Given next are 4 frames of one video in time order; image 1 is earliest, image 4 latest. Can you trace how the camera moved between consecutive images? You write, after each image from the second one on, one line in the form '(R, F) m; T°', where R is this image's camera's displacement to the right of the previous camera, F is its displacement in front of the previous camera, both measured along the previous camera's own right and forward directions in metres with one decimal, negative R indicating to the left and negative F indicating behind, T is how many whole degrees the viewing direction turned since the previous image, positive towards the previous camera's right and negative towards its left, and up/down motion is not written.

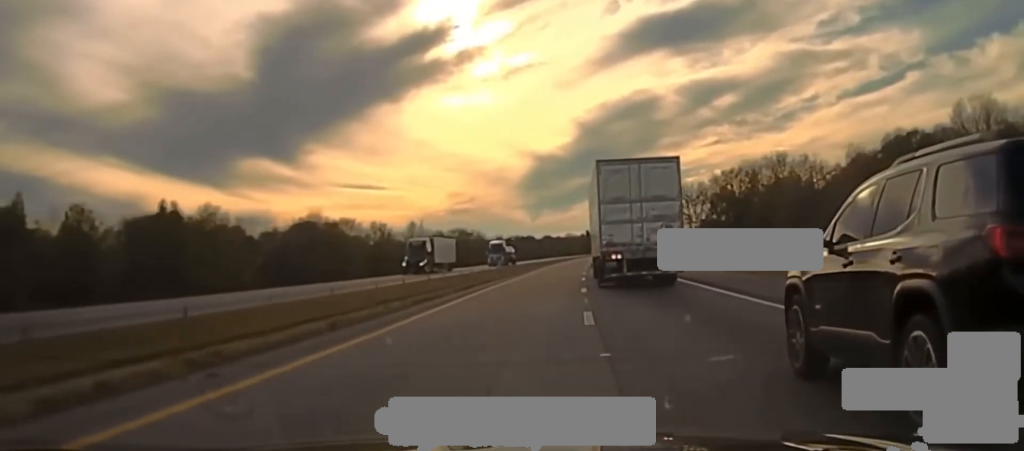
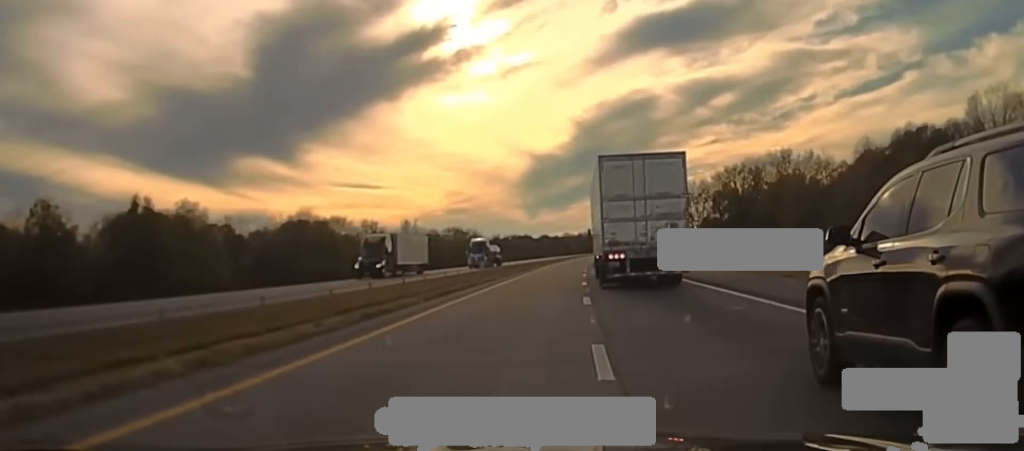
(0.0, +6.5) m; 0°
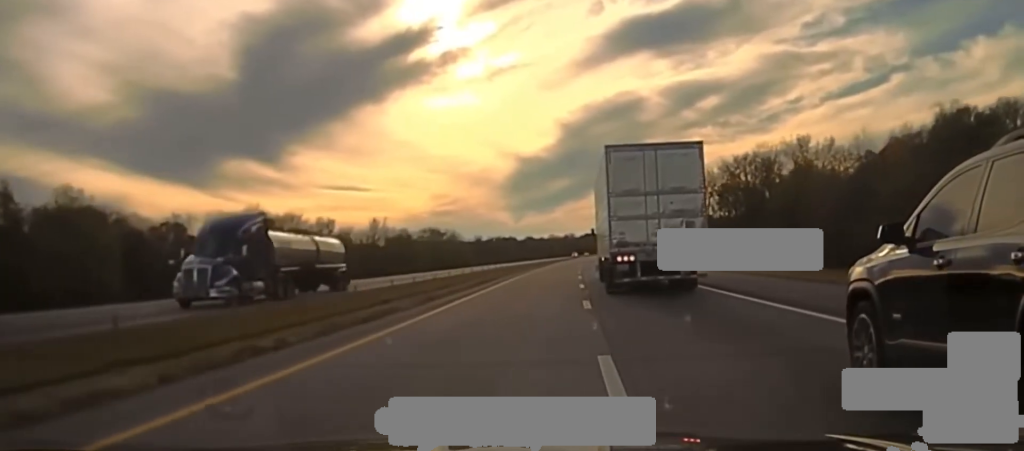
(+0.3, +25.8) m; +2°
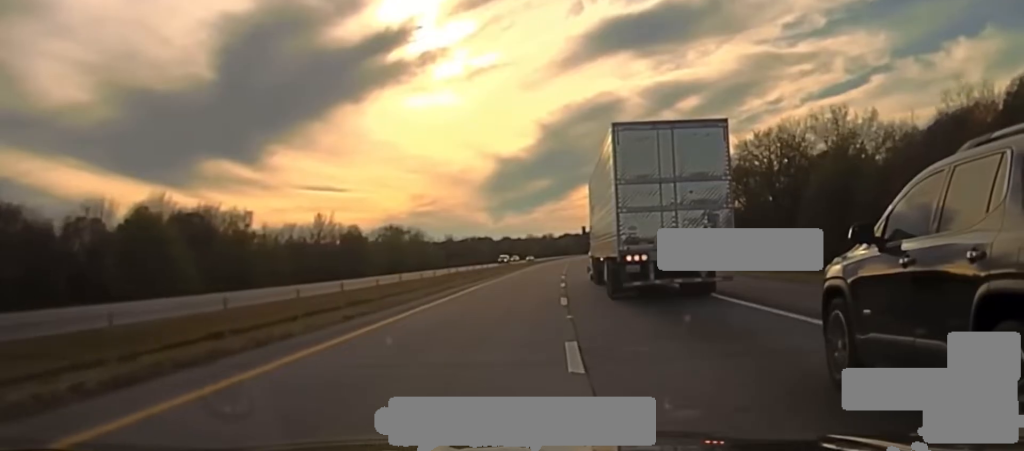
(0.0, +36.4) m; +3°
